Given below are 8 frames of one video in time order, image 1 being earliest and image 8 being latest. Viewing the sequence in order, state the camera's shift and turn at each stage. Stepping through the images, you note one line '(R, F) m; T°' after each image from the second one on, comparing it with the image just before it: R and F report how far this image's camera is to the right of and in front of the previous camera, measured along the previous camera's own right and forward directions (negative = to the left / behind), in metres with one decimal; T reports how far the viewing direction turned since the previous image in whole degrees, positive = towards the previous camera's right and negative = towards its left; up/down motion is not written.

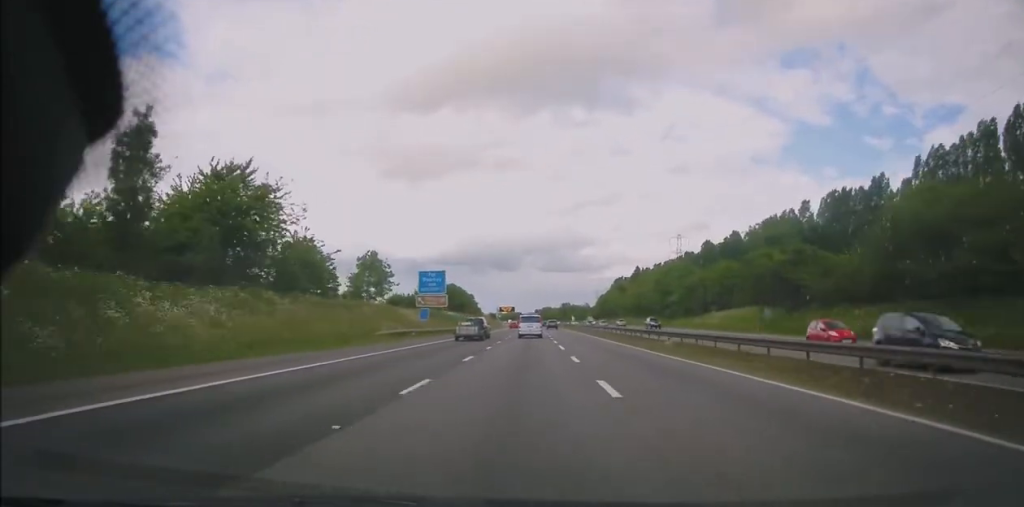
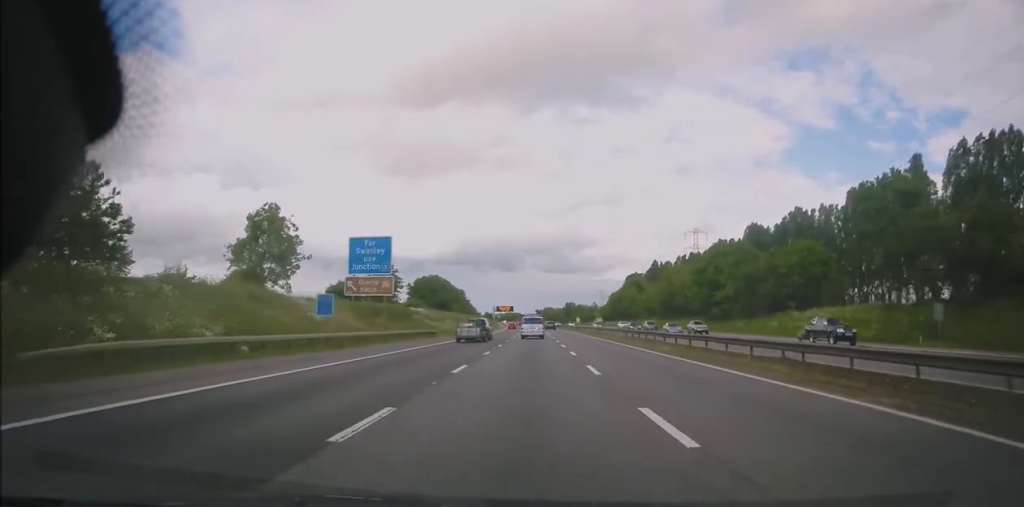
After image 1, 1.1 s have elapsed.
(+0.2, +31.2) m; 0°
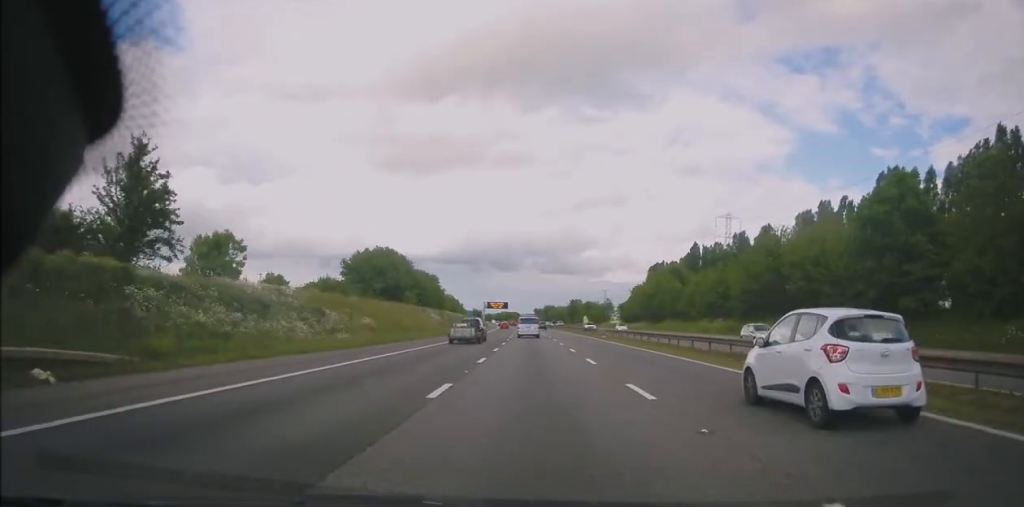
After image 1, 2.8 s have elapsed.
(0.0, +49.8) m; 0°
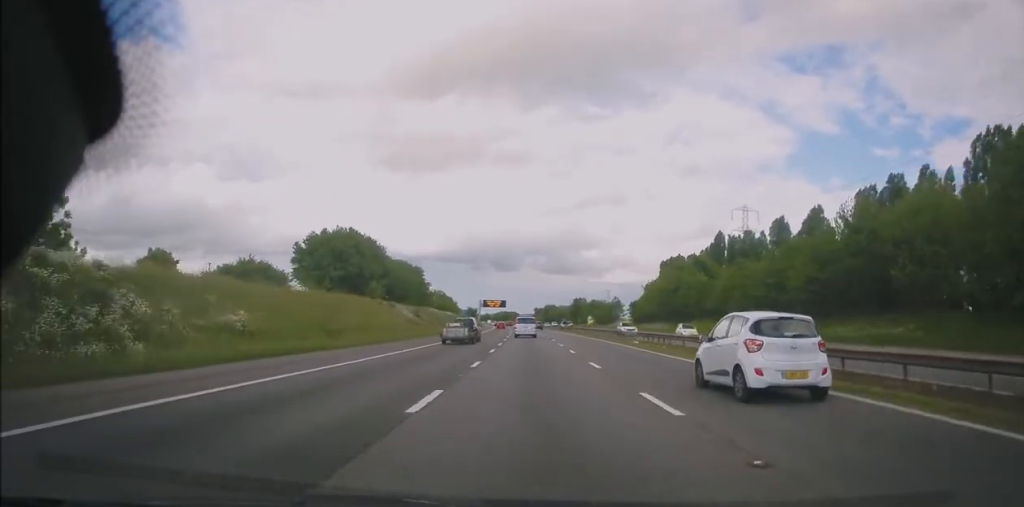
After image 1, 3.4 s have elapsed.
(0.0, +19.7) m; 0°
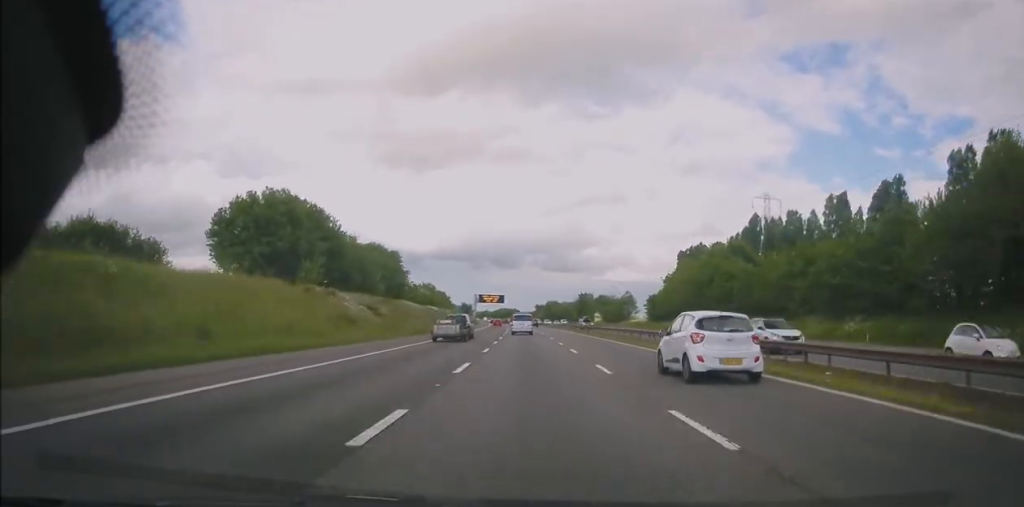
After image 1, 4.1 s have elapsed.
(0.0, +20.6) m; 0°
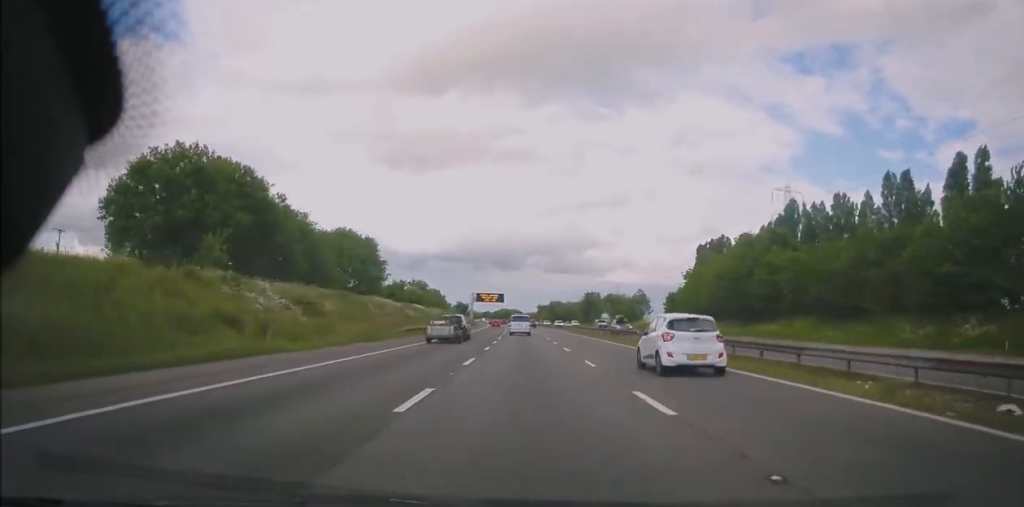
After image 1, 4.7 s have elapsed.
(0.0, +15.8) m; 0°
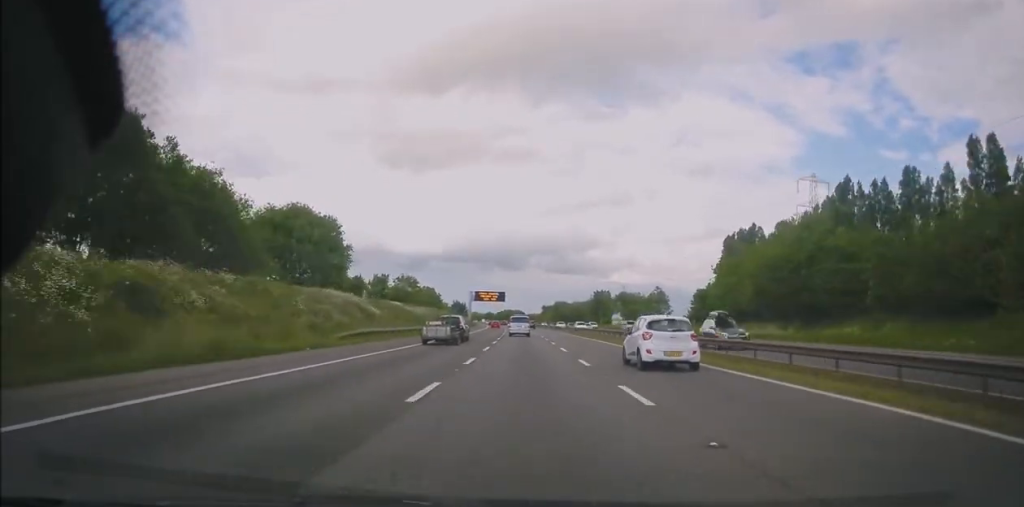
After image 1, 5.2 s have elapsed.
(0.0, +16.8) m; 0°
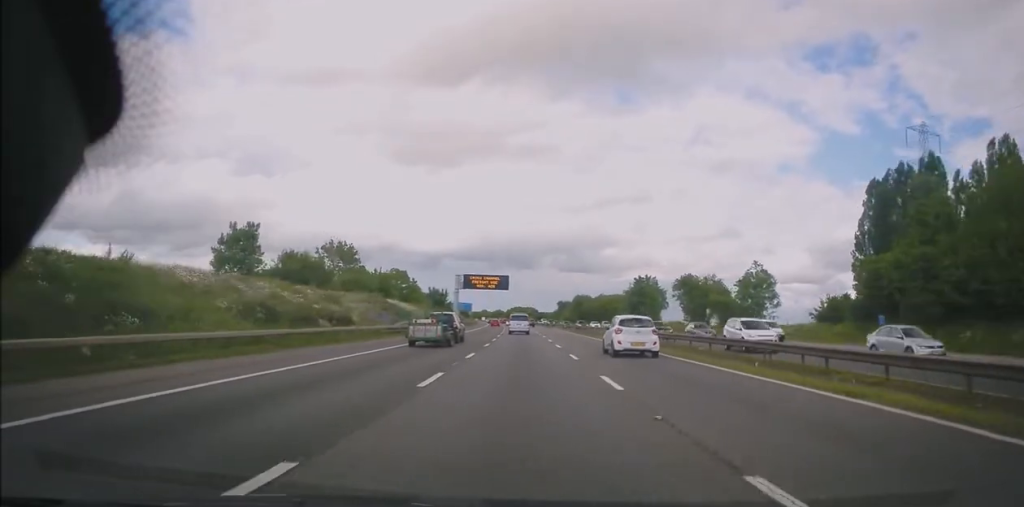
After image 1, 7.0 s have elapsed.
(-0.4, +52.5) m; -1°
